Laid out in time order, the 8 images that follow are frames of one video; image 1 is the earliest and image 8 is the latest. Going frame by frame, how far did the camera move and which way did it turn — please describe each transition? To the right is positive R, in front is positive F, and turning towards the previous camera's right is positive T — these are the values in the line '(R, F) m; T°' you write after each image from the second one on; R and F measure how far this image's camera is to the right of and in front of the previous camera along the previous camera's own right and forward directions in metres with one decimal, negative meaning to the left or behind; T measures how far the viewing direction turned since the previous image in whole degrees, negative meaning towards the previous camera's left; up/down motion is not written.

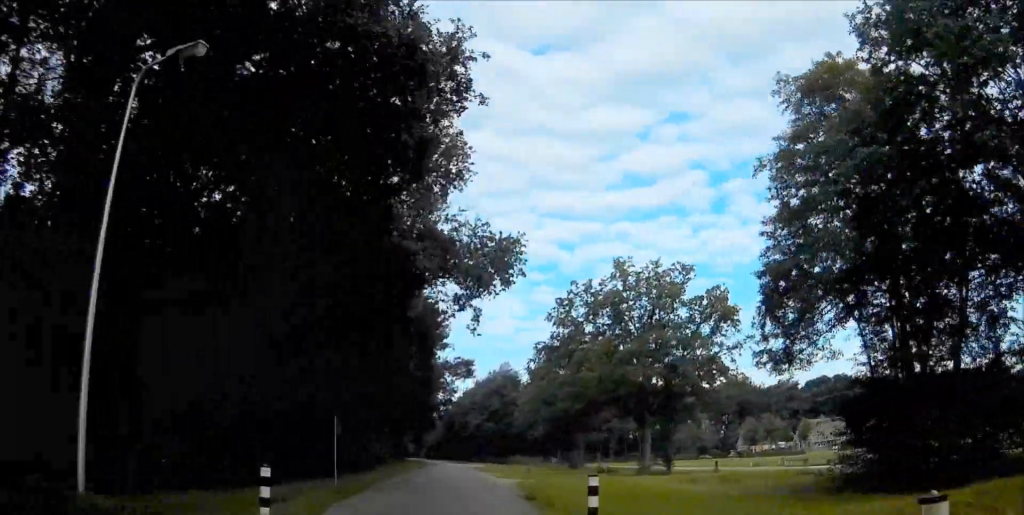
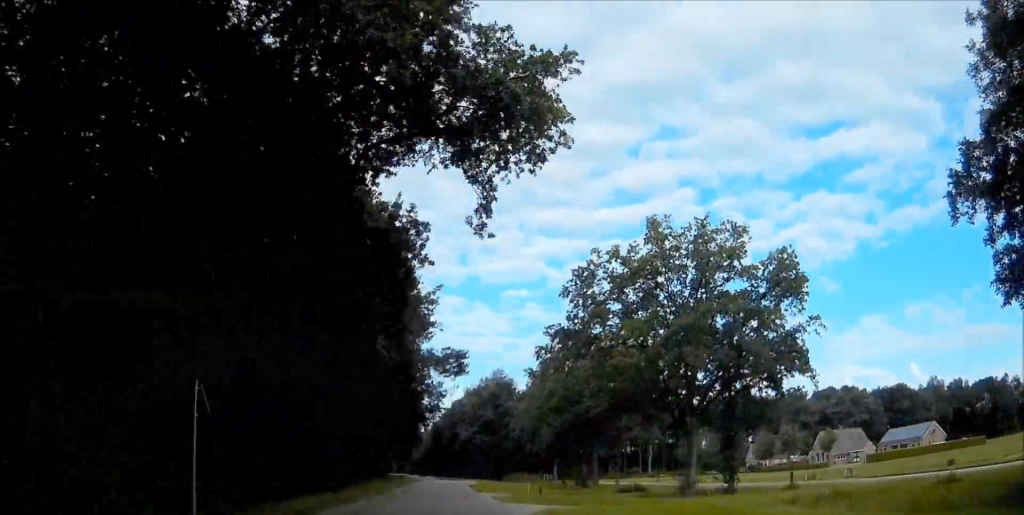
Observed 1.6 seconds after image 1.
(-0.2, +16.7) m; +1°
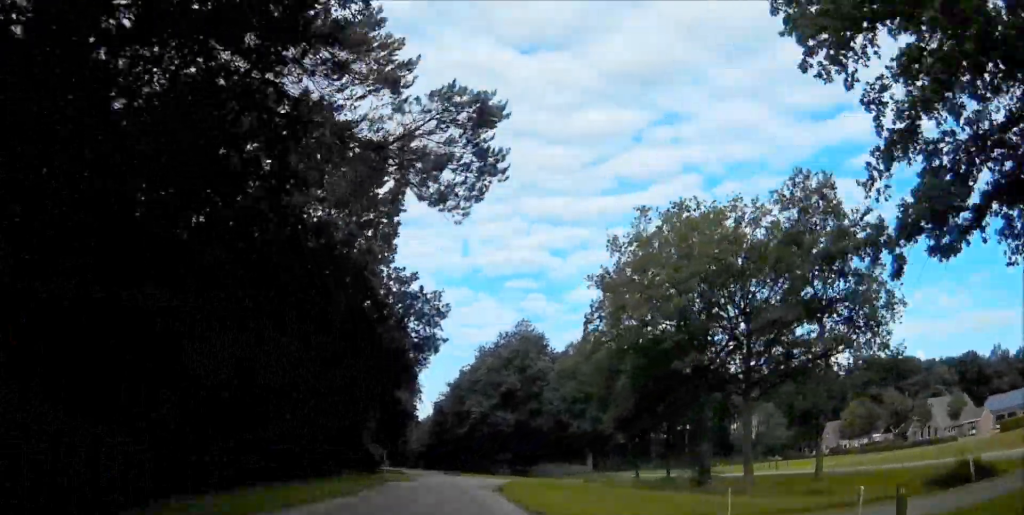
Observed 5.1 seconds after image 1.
(+1.1, +38.5) m; +3°
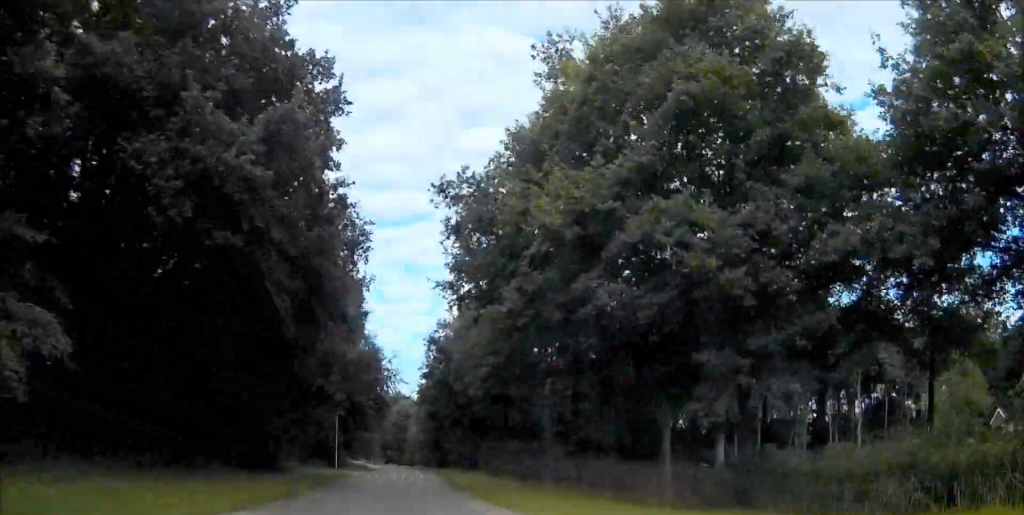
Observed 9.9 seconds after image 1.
(+2.3, +58.8) m; 0°
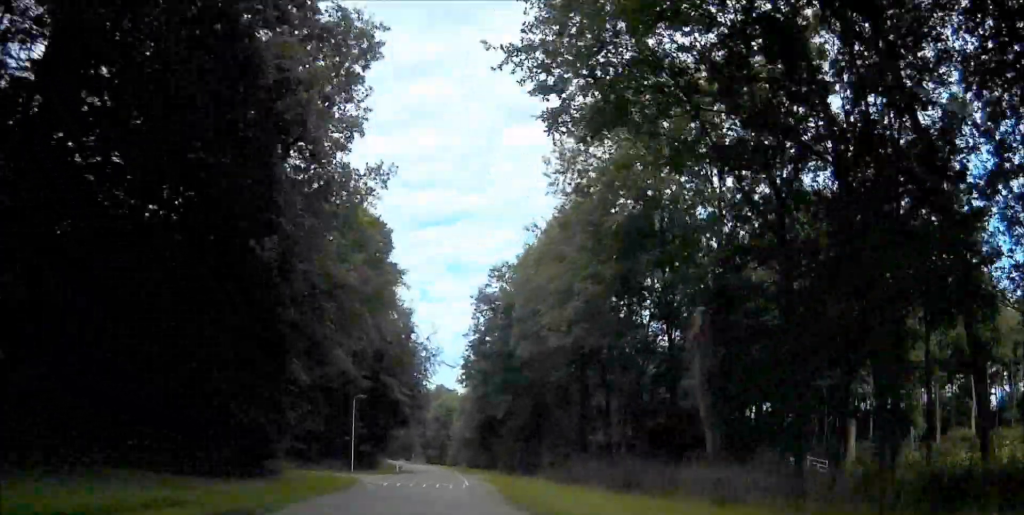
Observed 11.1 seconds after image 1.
(-0.7, +15.6) m; -2°
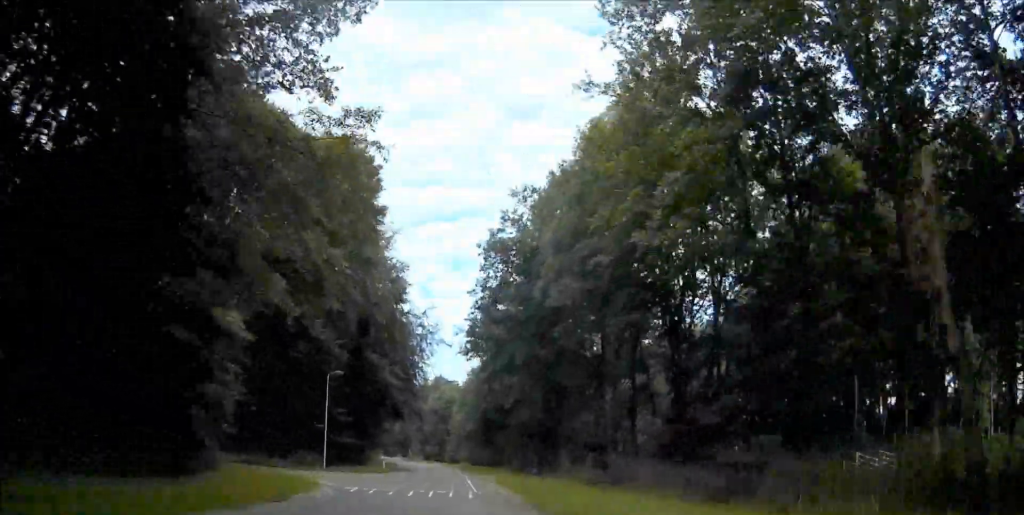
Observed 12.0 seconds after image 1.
(+0.1, +9.9) m; +1°
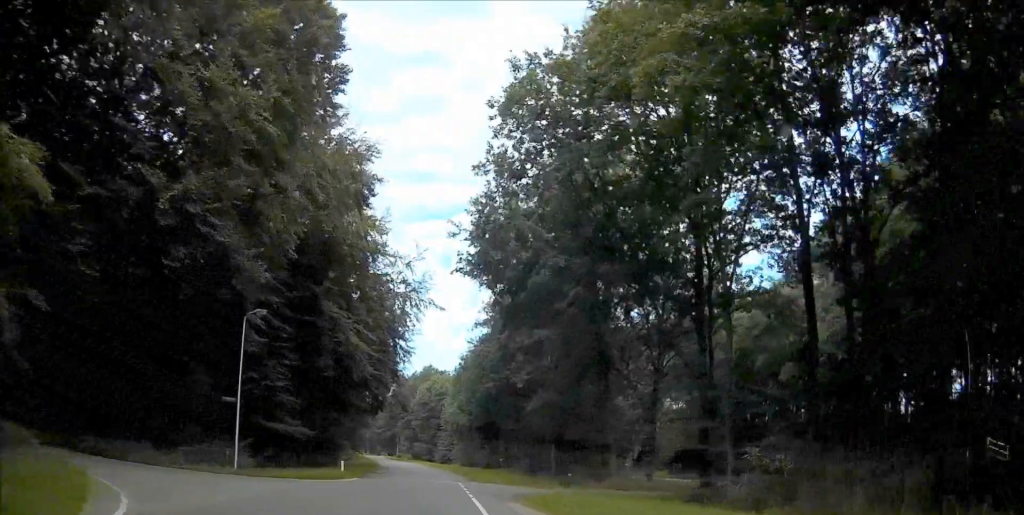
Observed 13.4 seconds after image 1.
(+0.1, +15.8) m; +2°
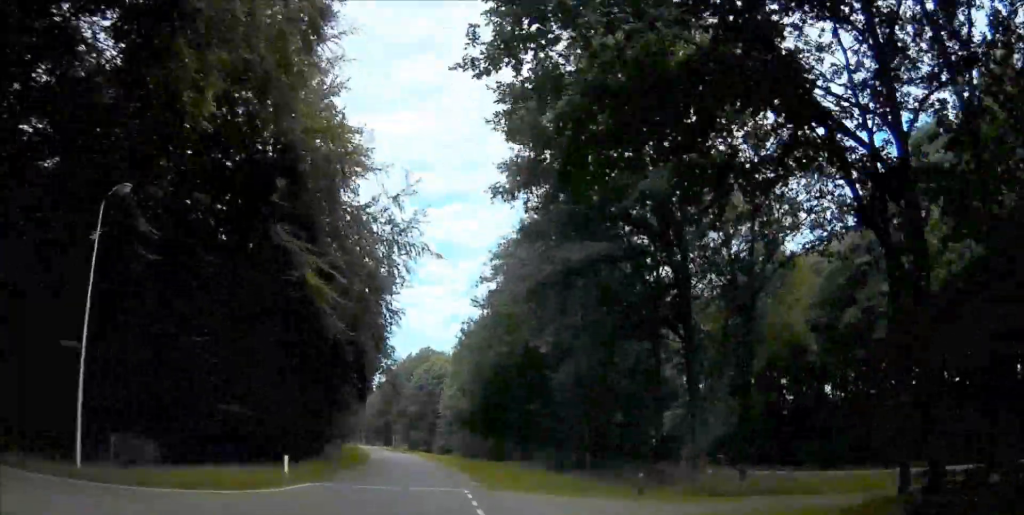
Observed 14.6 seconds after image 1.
(+0.7, +12.8) m; -2°
